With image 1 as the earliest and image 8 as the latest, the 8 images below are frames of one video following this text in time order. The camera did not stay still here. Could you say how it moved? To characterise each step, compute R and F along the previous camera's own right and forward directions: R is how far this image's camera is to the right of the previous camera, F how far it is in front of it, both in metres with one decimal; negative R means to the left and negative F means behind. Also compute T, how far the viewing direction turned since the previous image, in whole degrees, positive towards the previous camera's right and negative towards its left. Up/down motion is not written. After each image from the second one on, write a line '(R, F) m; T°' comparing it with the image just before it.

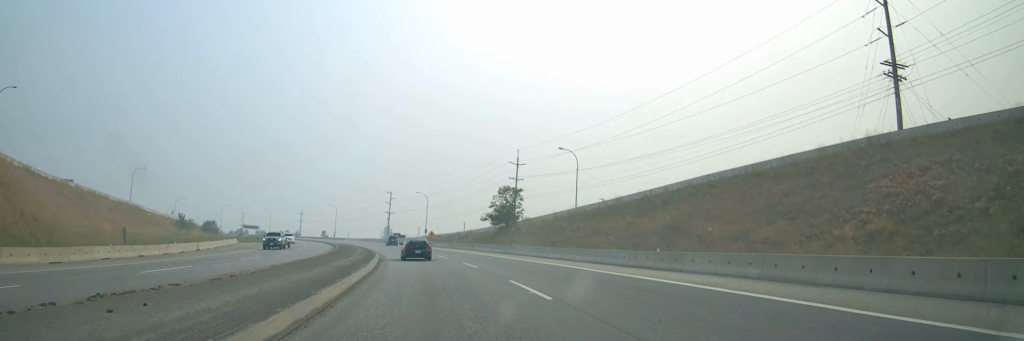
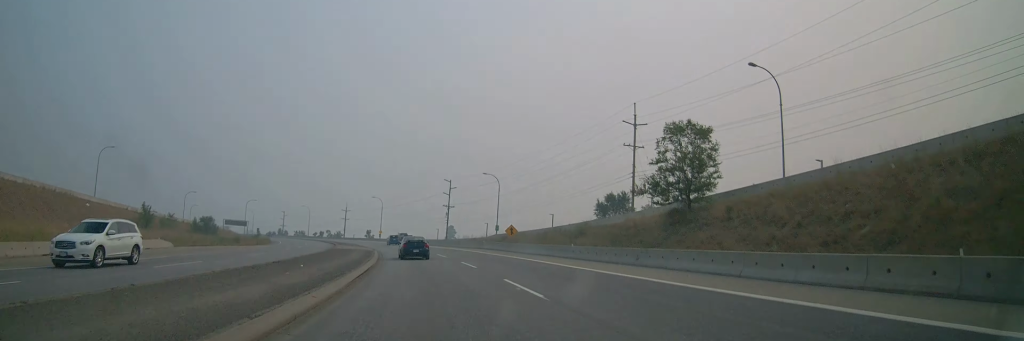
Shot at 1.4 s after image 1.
(-2.2, +38.6) m; -7°
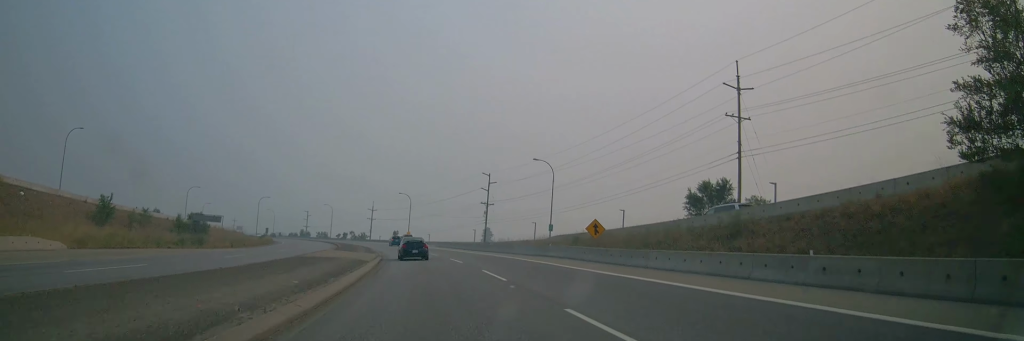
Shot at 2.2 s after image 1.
(-0.7, +19.8) m; -4°
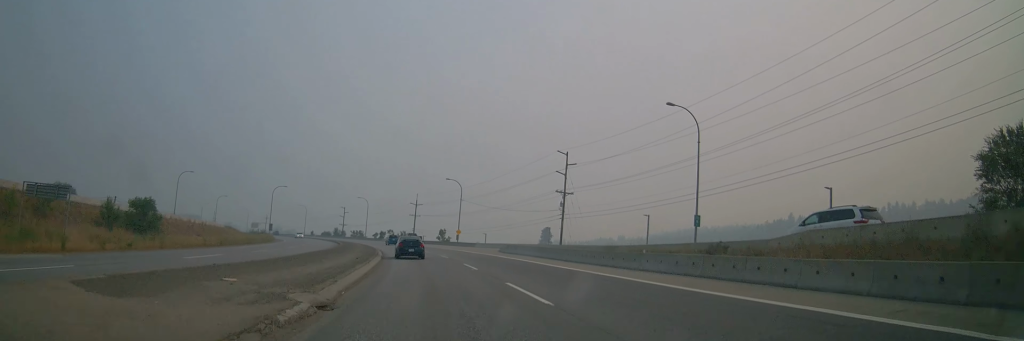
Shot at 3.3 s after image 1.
(-1.6, +31.8) m; -6°
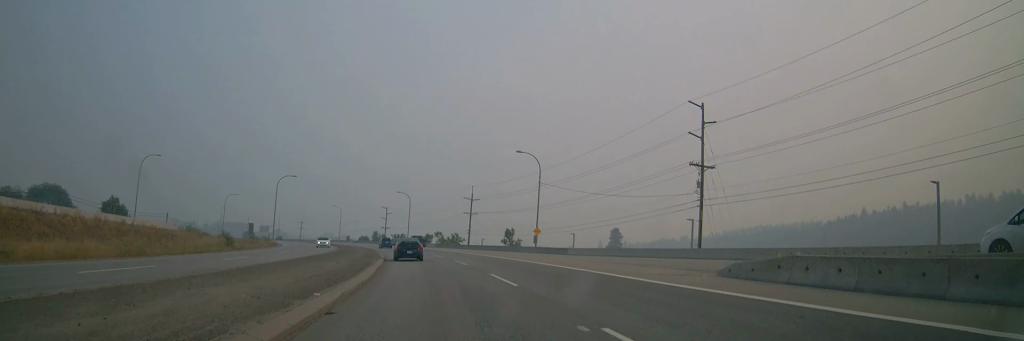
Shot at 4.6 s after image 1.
(-2.2, +33.9) m; -6°
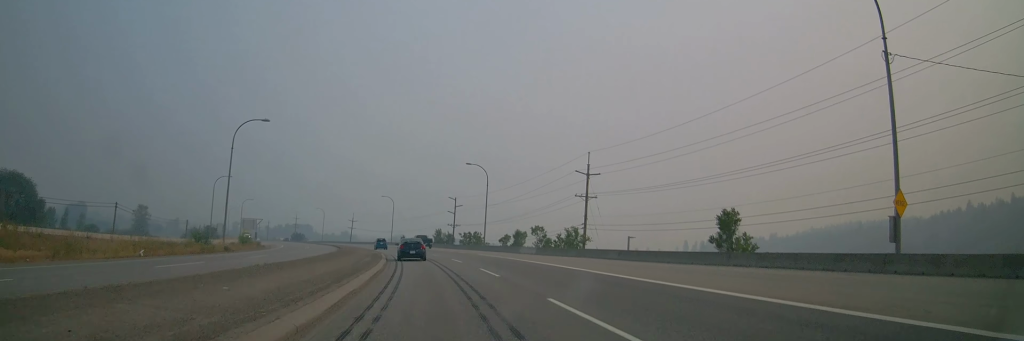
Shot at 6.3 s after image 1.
(-2.7, +47.0) m; -7°
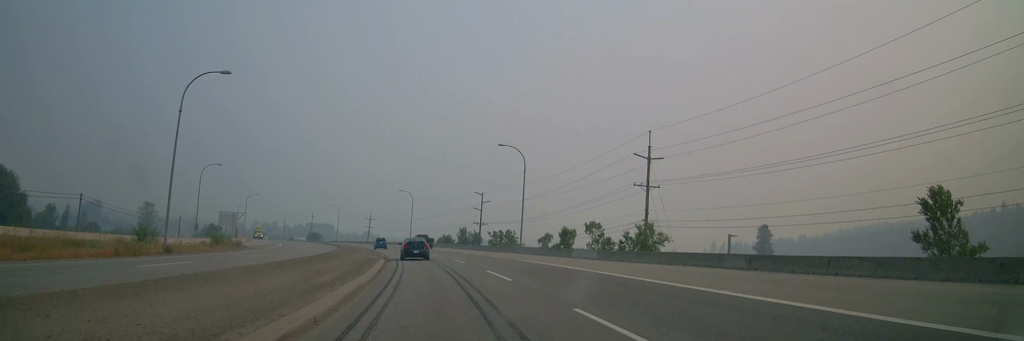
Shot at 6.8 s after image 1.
(-0.6, +14.8) m; -2°
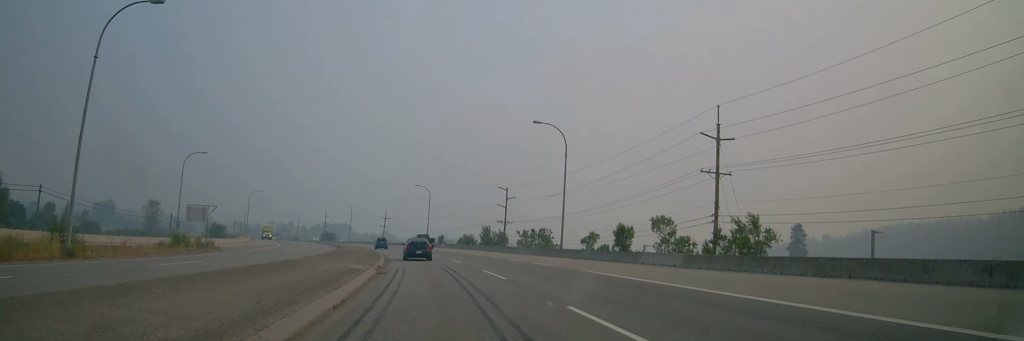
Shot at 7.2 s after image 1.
(0.0, +12.1) m; -2°
